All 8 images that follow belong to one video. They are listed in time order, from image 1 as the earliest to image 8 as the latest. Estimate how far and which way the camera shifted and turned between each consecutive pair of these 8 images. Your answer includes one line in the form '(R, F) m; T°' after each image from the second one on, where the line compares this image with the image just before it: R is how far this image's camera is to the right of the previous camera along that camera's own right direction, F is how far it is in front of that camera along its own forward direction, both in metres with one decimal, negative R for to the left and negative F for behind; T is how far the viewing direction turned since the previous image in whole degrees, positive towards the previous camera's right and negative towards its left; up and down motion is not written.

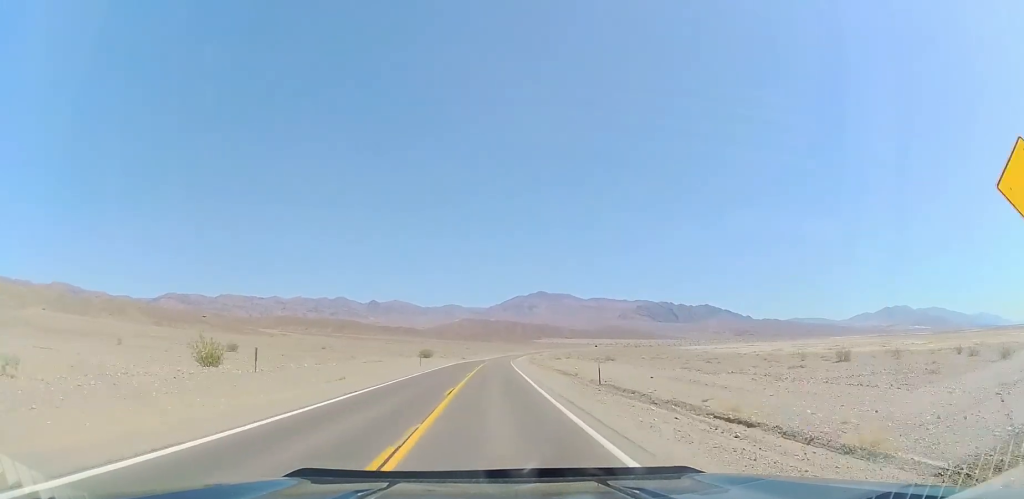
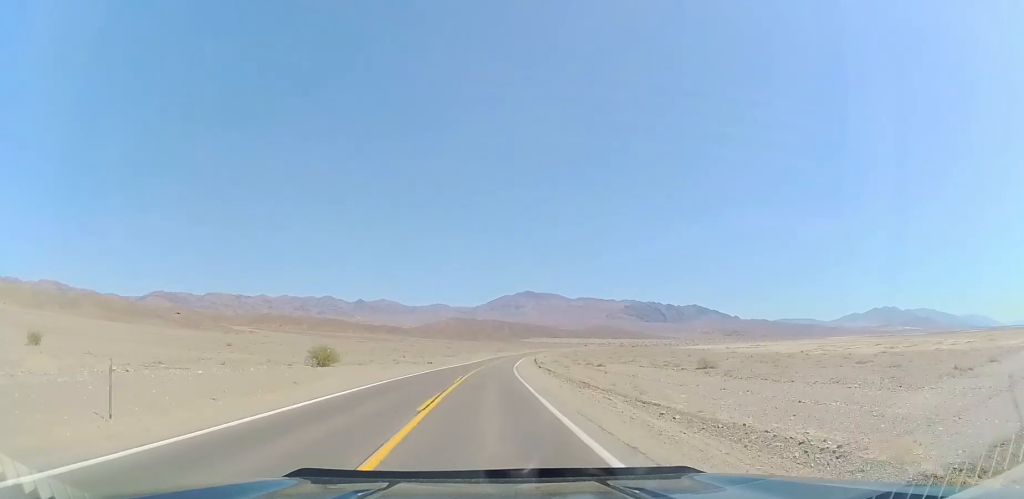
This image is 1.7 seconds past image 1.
(+0.7, +48.8) m; +2°
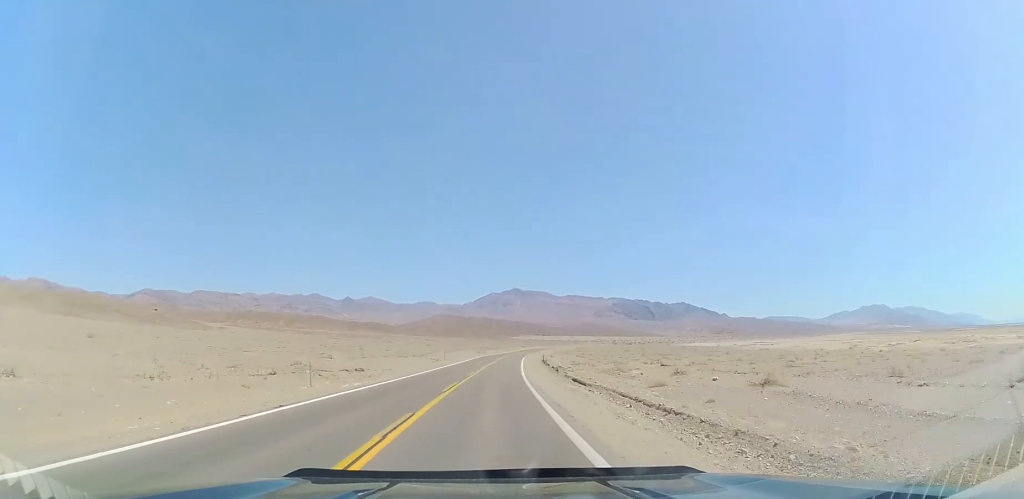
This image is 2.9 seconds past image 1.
(+0.5, +36.3) m; +1°
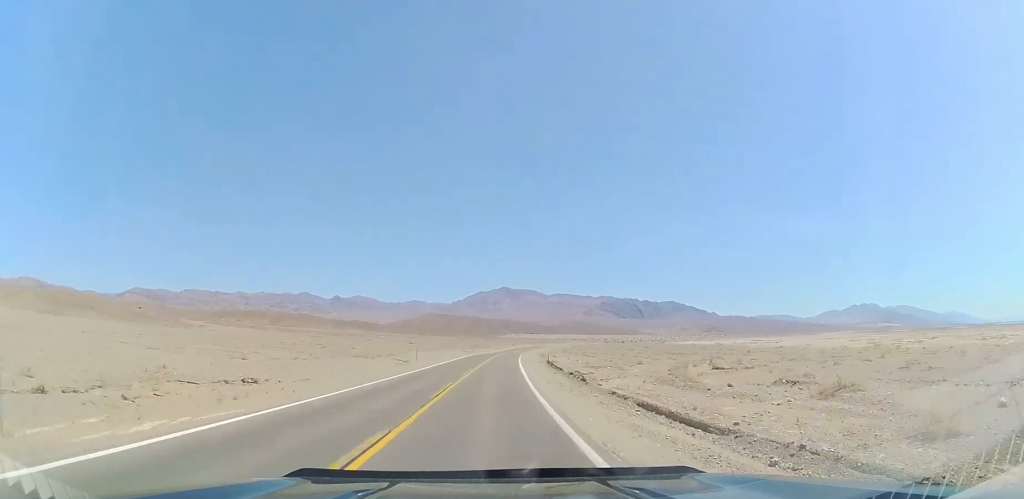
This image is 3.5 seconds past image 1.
(0.0, +17.8) m; +1°
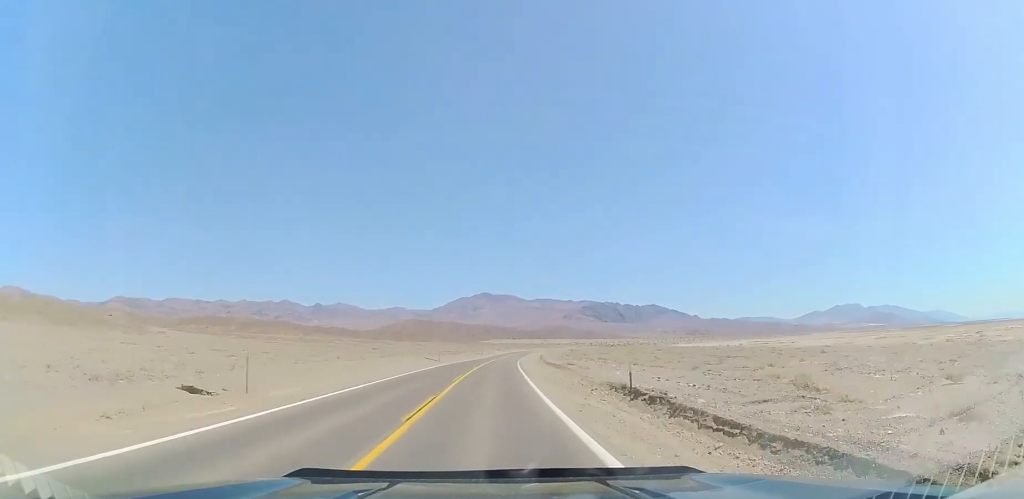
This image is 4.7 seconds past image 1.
(+0.5, +35.6) m; +2°
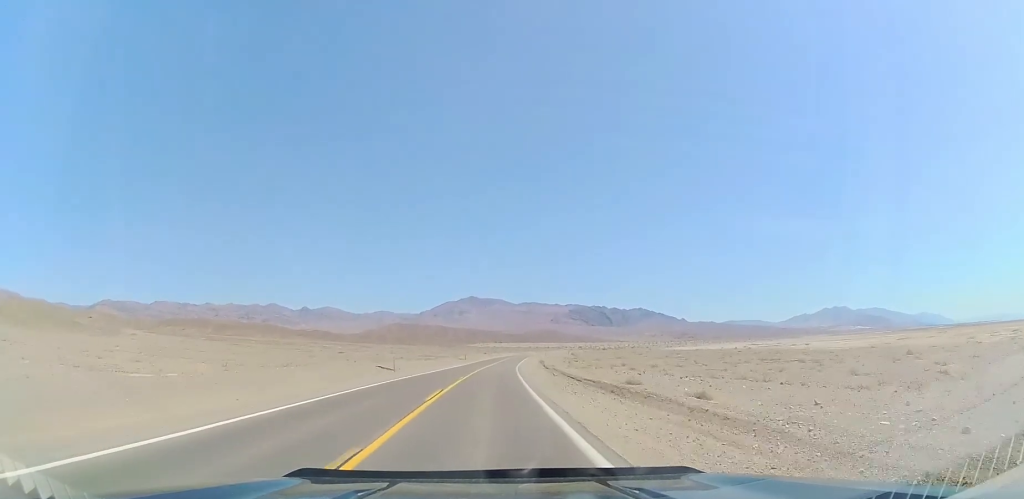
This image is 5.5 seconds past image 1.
(+0.5, +24.7) m; +2°
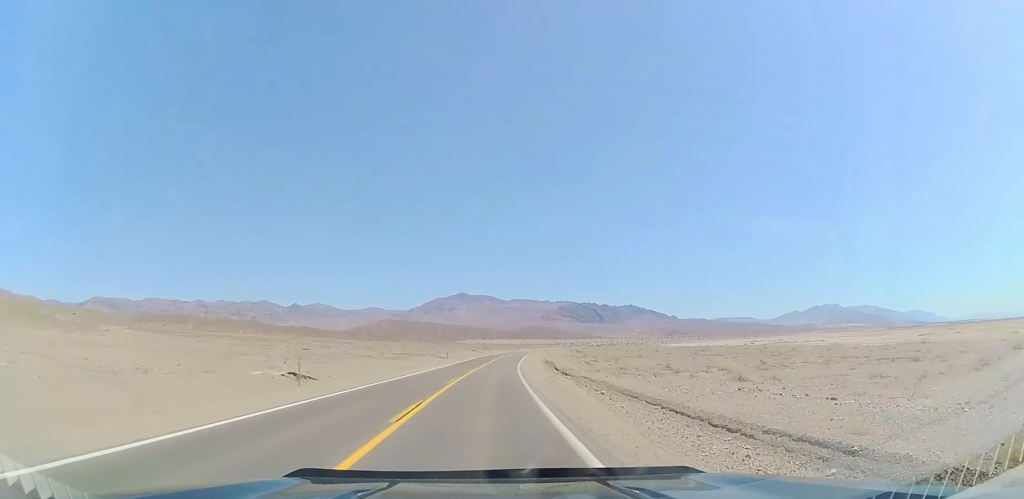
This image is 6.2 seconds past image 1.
(+0.2, +20.6) m; +1°
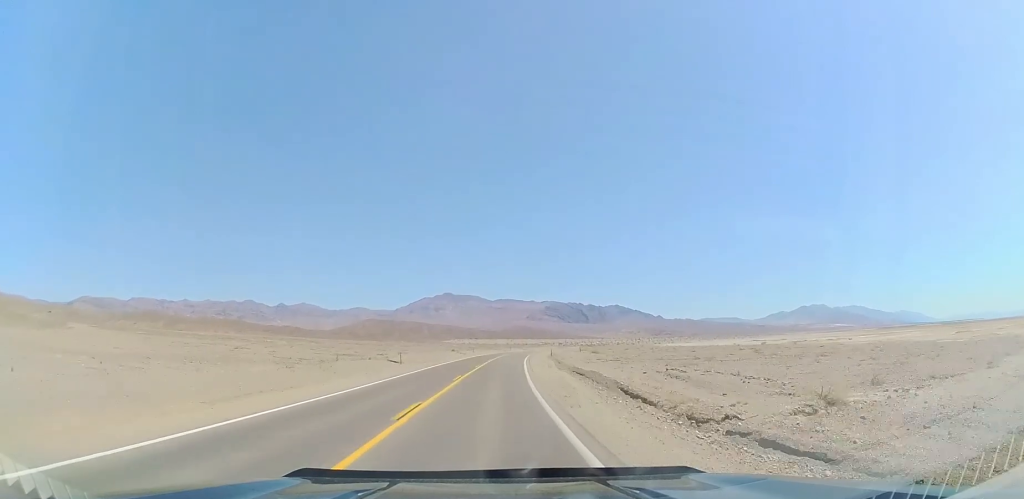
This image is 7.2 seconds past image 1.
(+0.1, +29.2) m; +1°
